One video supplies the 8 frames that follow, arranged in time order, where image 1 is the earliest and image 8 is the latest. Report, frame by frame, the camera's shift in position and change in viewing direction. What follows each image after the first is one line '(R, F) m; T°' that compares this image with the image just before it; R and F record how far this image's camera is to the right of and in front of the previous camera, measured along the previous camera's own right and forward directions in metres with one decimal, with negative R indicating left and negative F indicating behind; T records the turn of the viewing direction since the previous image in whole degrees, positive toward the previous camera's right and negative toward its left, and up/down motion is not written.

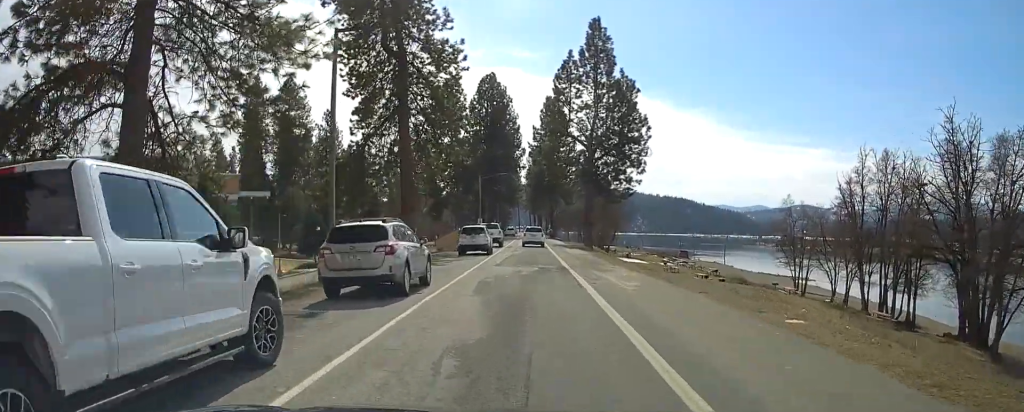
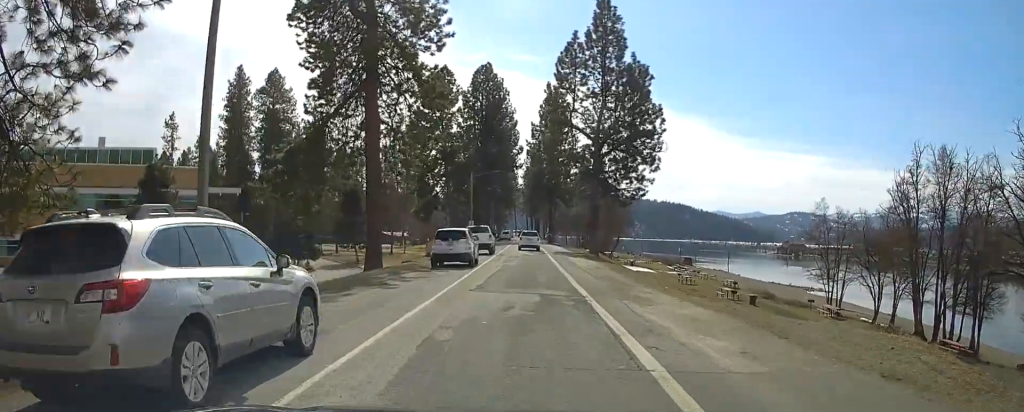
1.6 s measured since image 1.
(+0.3, +9.4) m; +1°
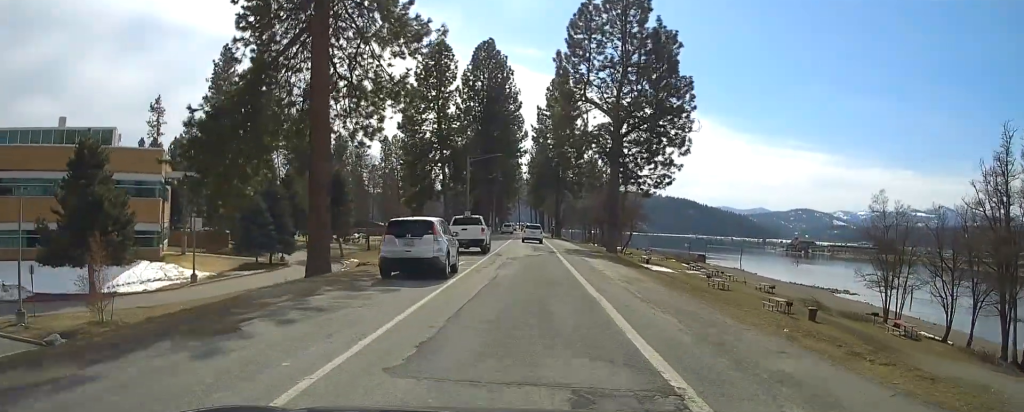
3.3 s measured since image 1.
(+0.1, +10.5) m; +1°
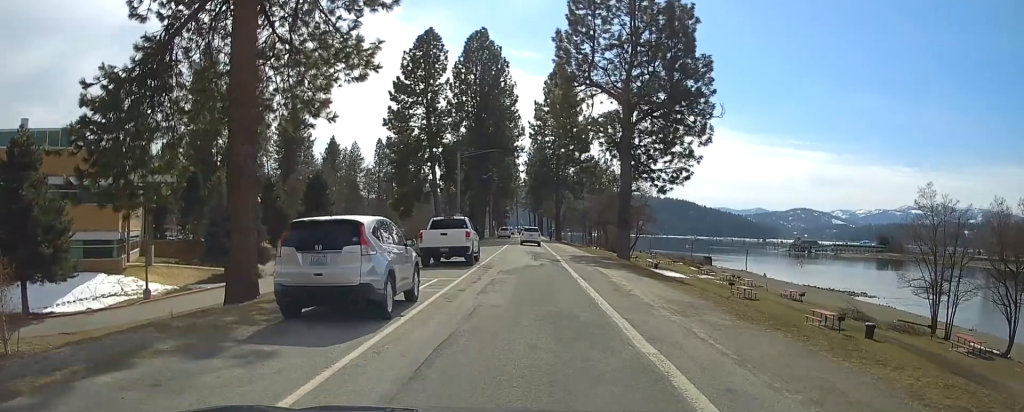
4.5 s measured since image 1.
(-0.1, +7.1) m; +1°
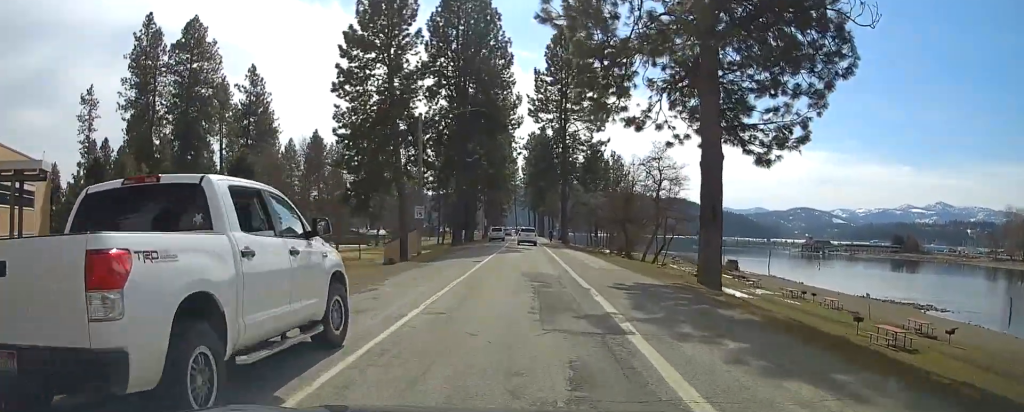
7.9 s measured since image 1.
(-0.4, +22.4) m; -3°
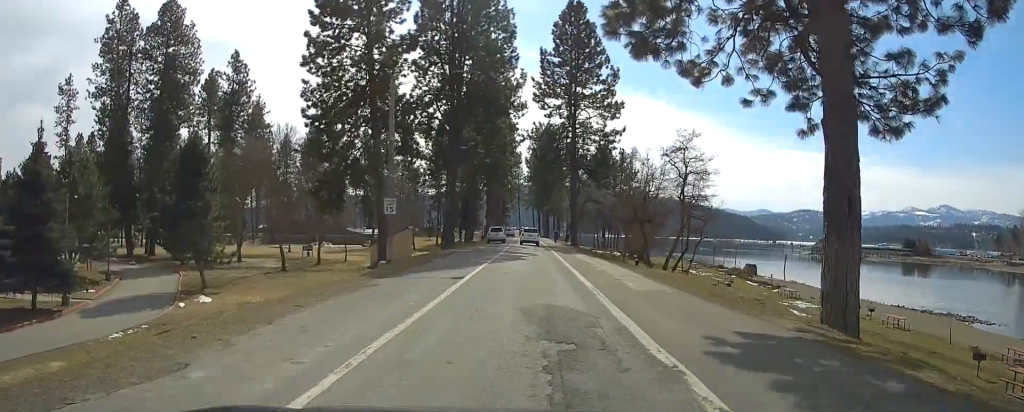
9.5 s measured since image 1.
(0.0, +10.0) m; +1°
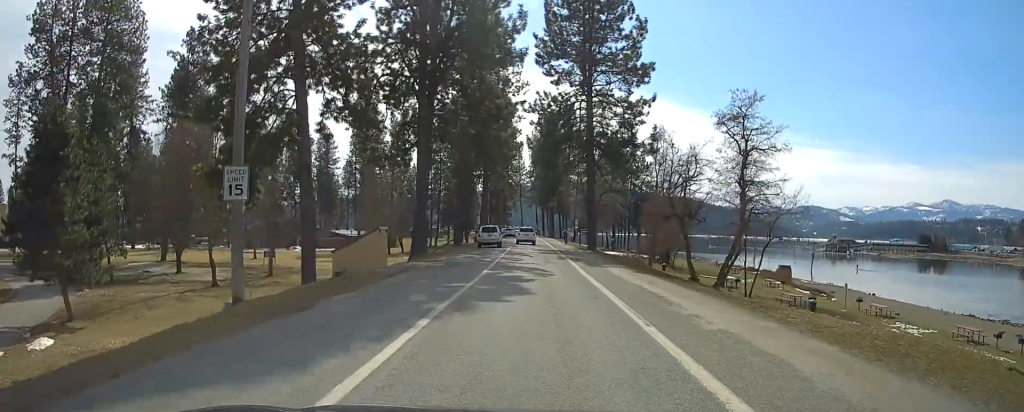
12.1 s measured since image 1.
(+0.4, +16.9) m; +1°
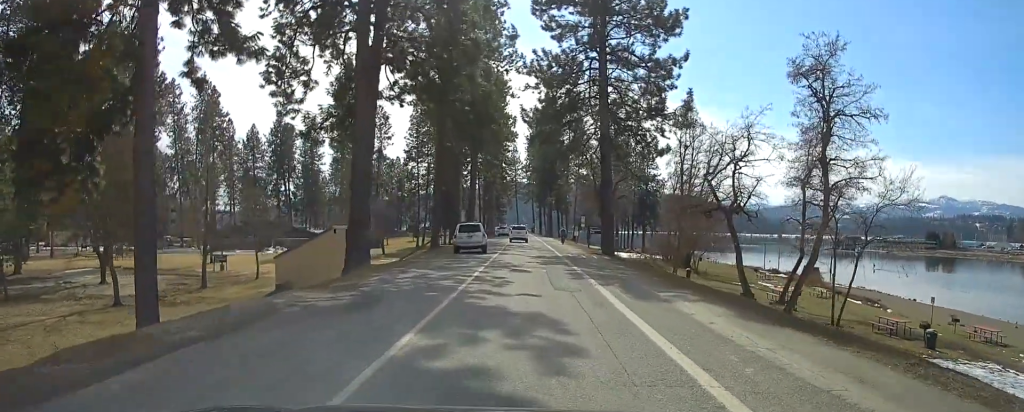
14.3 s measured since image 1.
(-0.3, +13.8) m; 0°
